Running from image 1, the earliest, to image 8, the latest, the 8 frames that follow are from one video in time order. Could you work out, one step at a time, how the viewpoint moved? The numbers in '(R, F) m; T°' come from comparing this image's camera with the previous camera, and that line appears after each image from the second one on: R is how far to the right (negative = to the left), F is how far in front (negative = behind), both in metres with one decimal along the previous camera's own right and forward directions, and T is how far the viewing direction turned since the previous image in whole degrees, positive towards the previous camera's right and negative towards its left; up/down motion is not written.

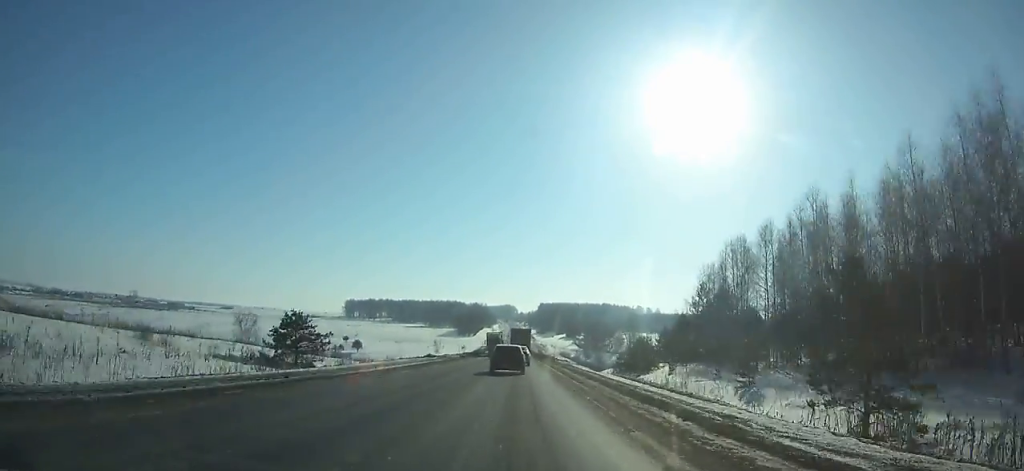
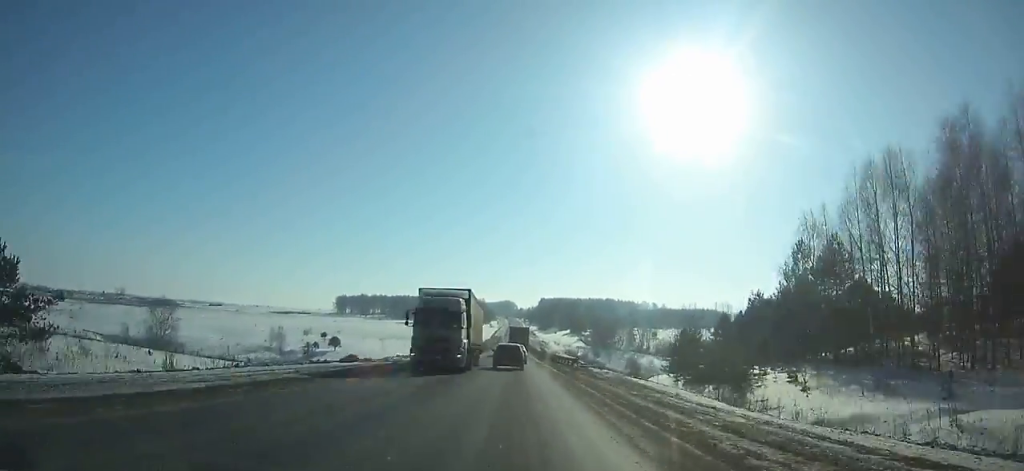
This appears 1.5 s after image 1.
(+0.1, +33.5) m; 0°
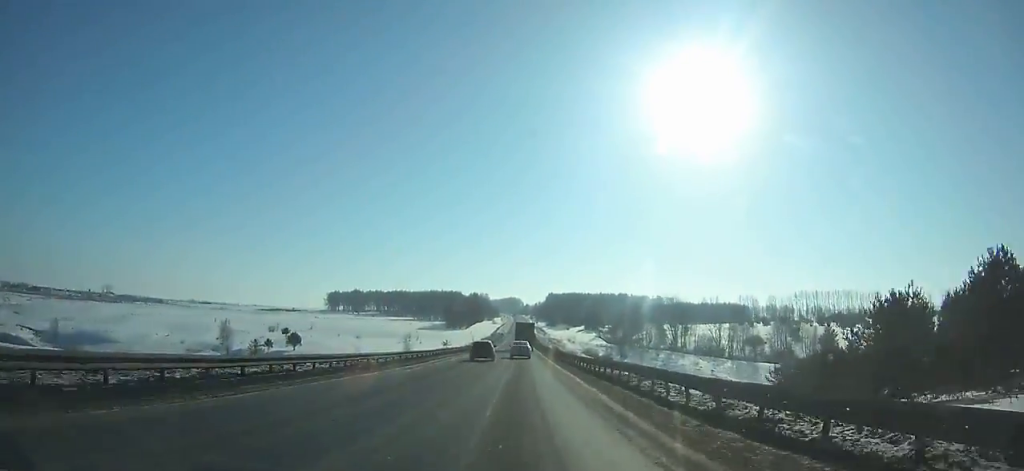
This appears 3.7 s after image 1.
(0.0, +49.7) m; 0°
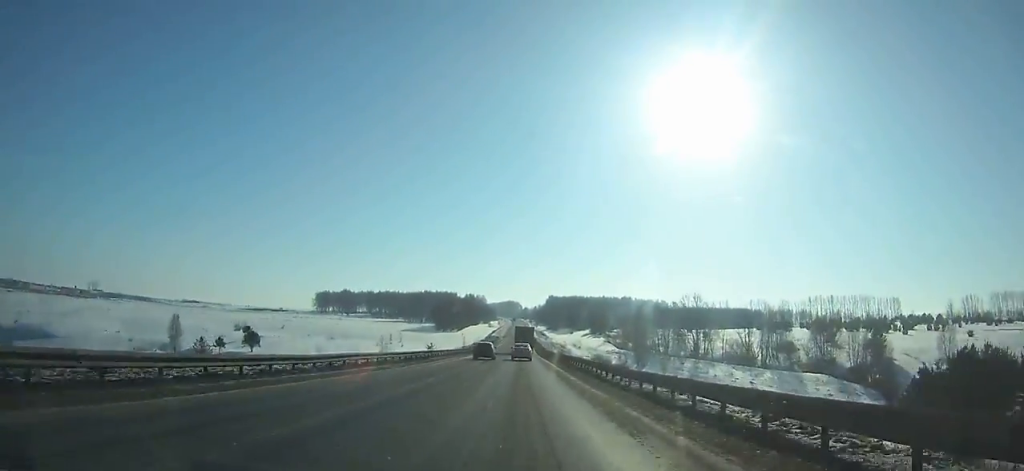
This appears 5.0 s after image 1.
(-0.1, +29.6) m; 0°
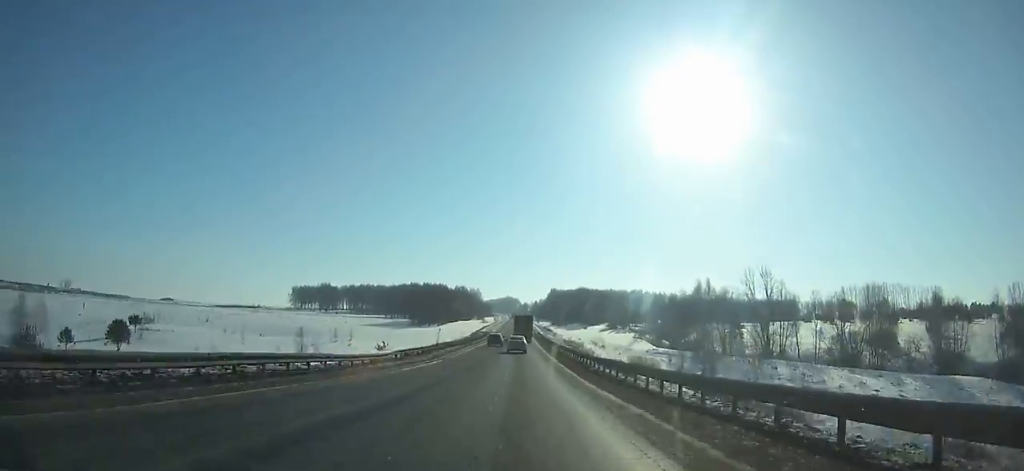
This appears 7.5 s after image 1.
(+0.1, +57.2) m; 0°
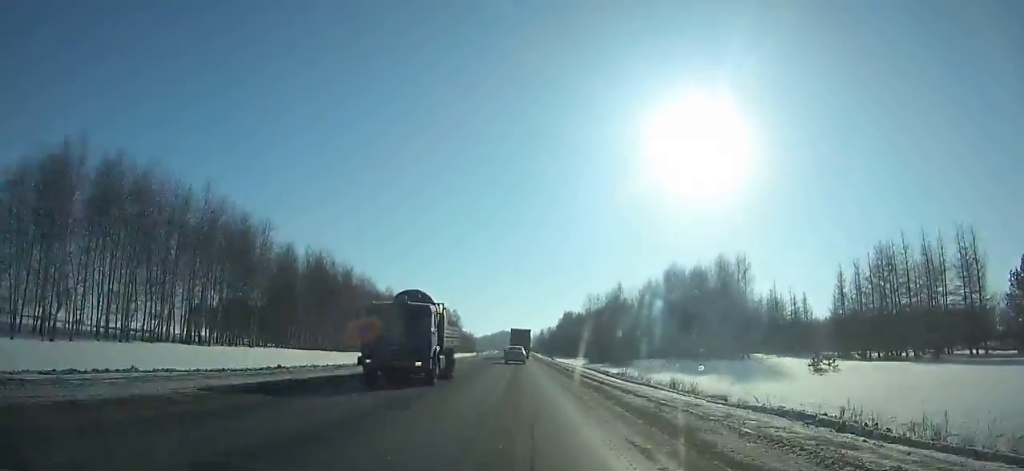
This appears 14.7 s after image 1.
(+0.4, +163.1) m; 0°
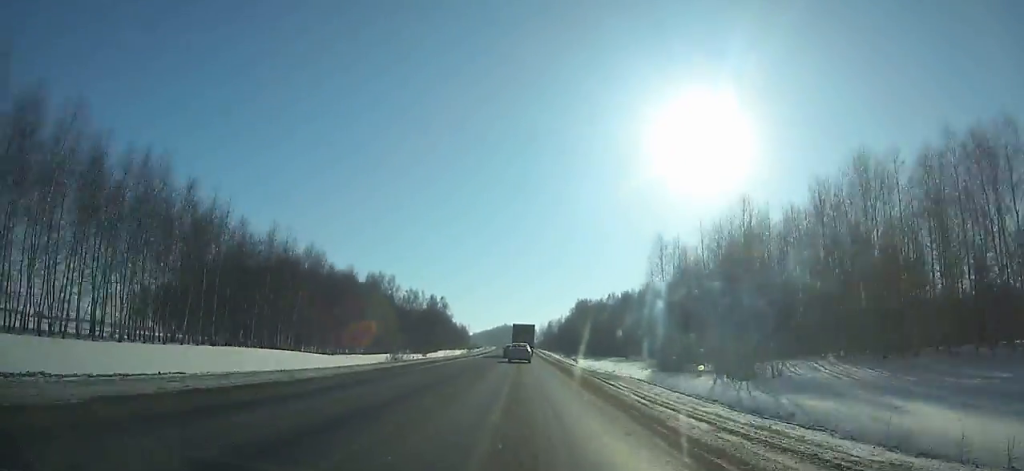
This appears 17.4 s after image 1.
(-0.3, +59.2) m; 0°
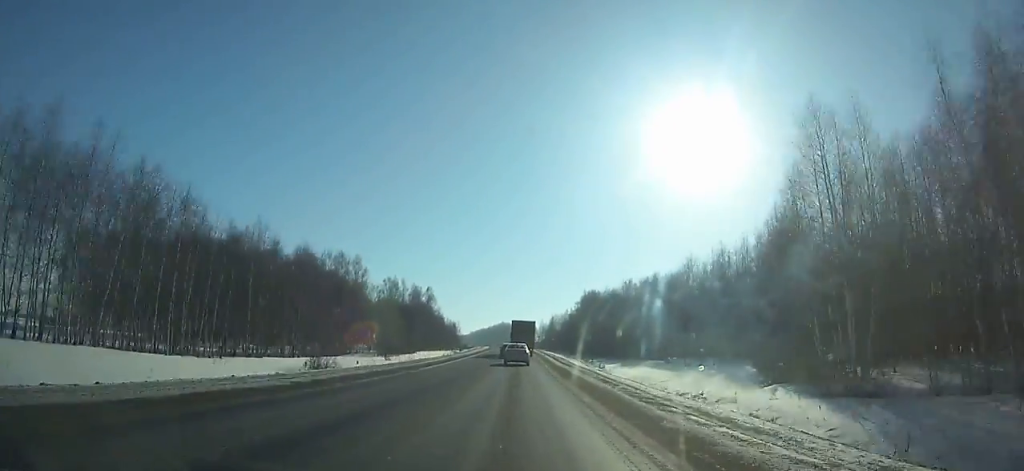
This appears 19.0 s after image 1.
(0.0, +33.5) m; 0°
